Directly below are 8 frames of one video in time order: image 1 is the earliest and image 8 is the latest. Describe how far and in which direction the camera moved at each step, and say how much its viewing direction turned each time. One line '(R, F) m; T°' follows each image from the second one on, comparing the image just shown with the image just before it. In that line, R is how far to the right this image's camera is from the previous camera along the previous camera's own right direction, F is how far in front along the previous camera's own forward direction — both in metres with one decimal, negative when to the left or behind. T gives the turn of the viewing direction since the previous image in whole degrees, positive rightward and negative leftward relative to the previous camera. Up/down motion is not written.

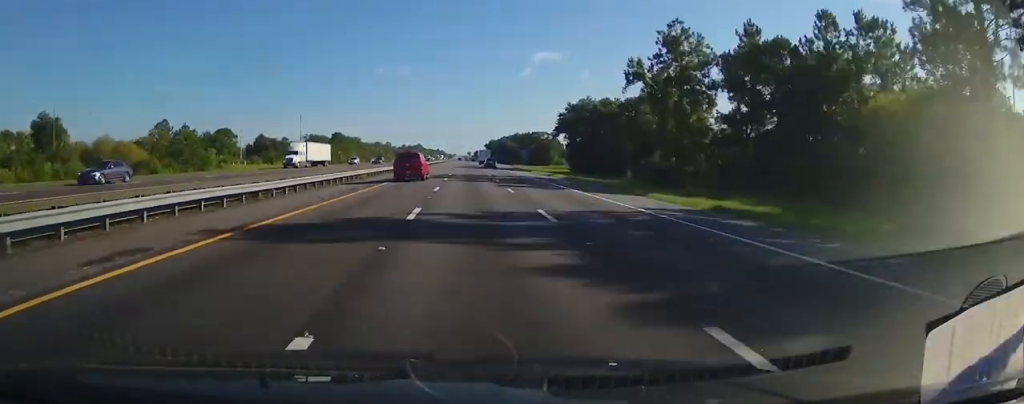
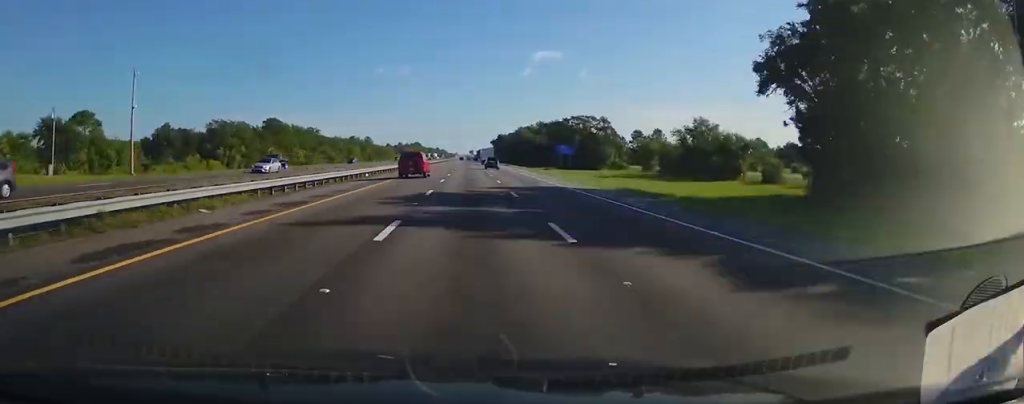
(+0.2, +75.9) m; 0°
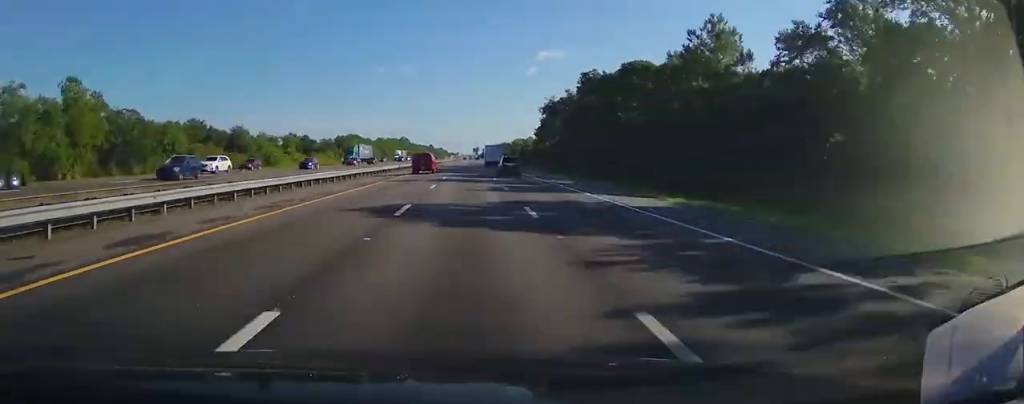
(-0.2, +212.8) m; 0°
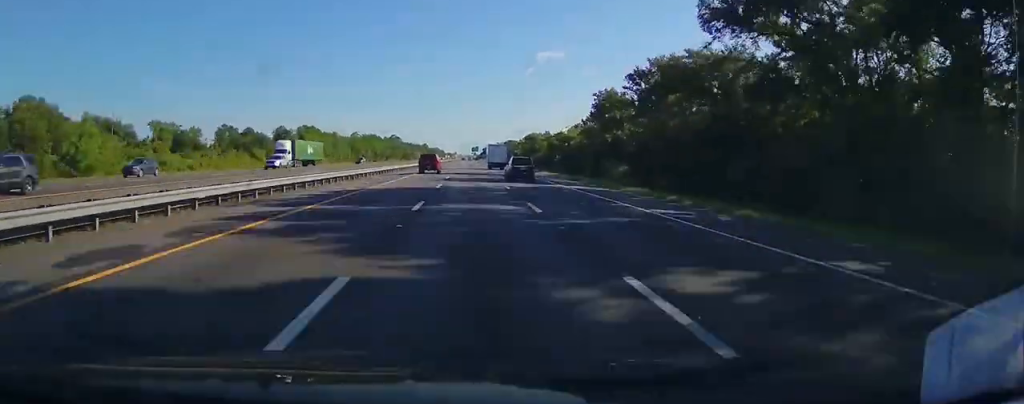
(-0.2, +70.6) m; 0°
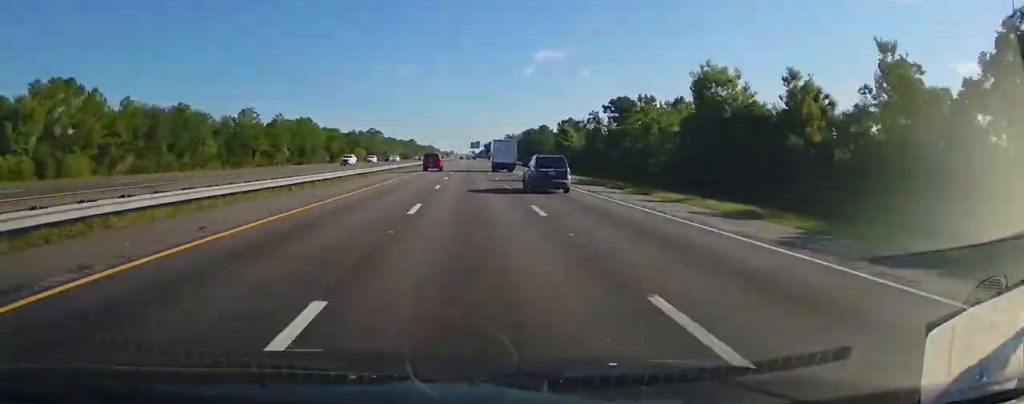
(-0.1, +122.2) m; 0°
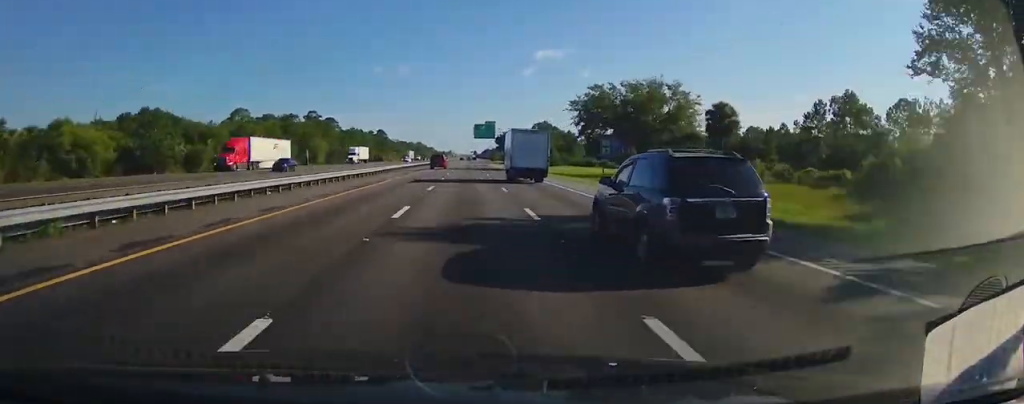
(+0.5, +182.4) m; 0°
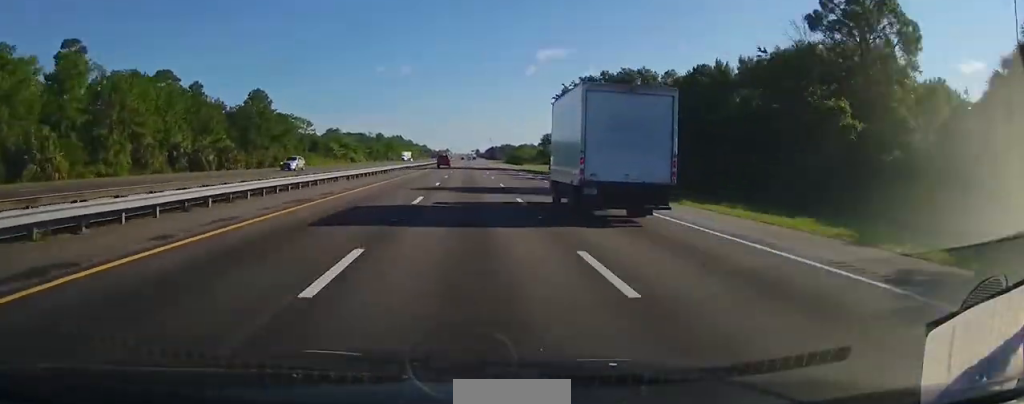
(-0.3, +190.2) m; 0°
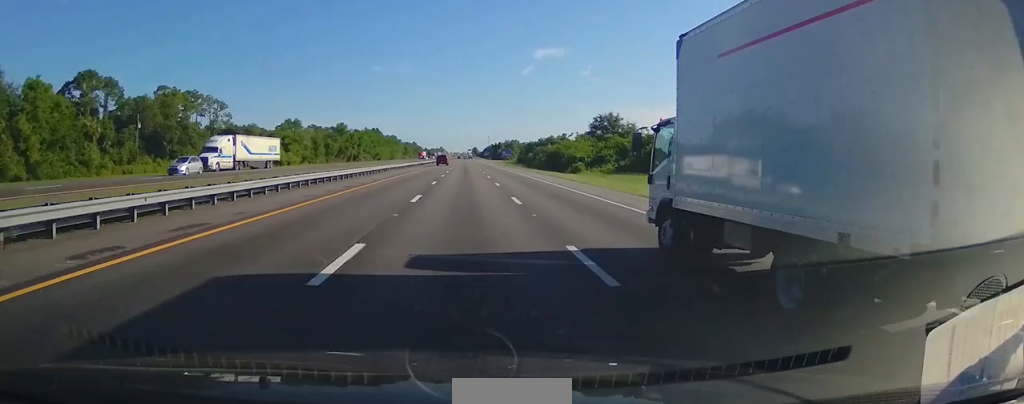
(-0.2, +97.1) m; 0°
